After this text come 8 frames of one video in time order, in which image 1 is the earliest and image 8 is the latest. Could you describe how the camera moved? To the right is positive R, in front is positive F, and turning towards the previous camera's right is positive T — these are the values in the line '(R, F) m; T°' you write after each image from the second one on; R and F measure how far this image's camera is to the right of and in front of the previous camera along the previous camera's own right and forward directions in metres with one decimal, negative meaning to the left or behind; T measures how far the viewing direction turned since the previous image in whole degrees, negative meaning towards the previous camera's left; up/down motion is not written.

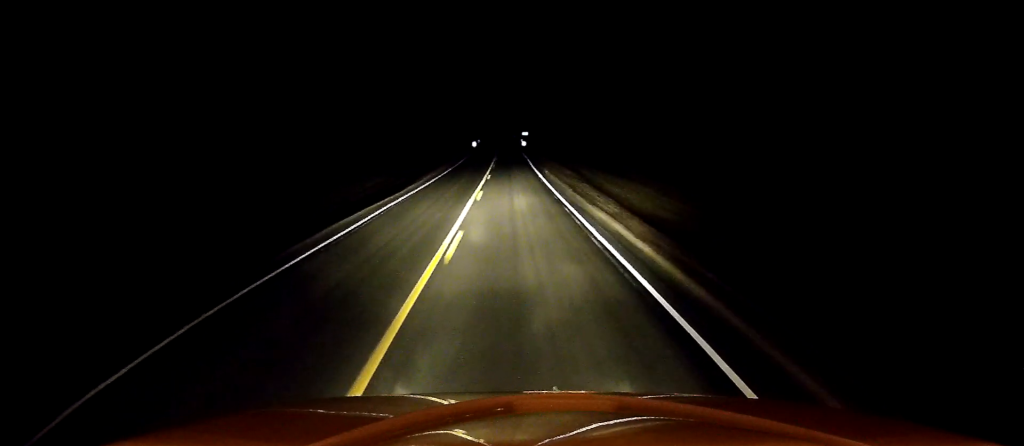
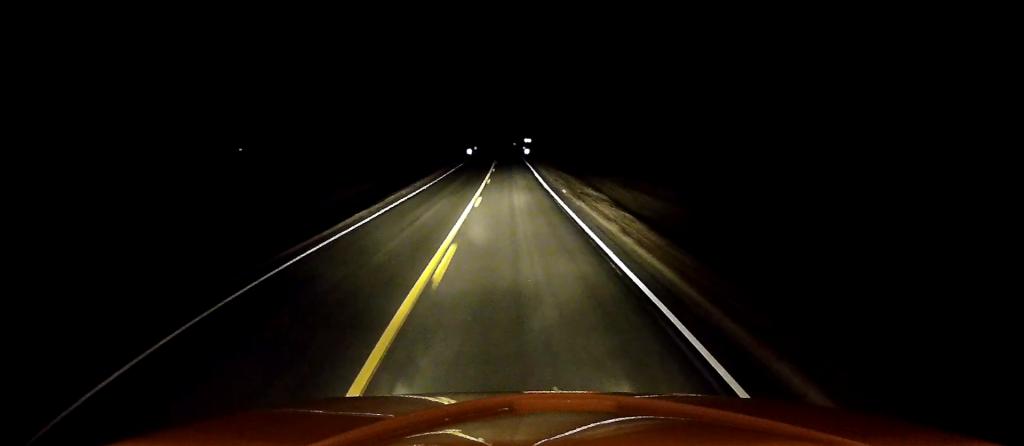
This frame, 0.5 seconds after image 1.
(-0.2, +13.7) m; -1°
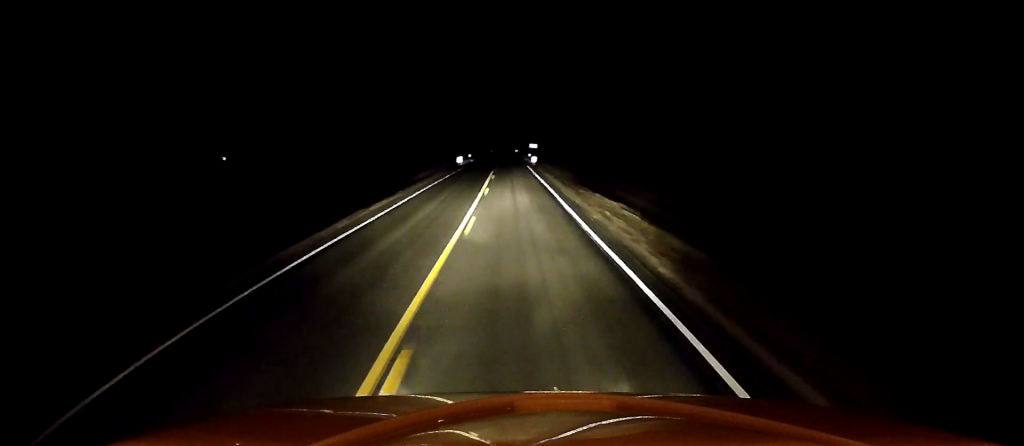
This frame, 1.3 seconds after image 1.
(+0.1, +18.7) m; -1°
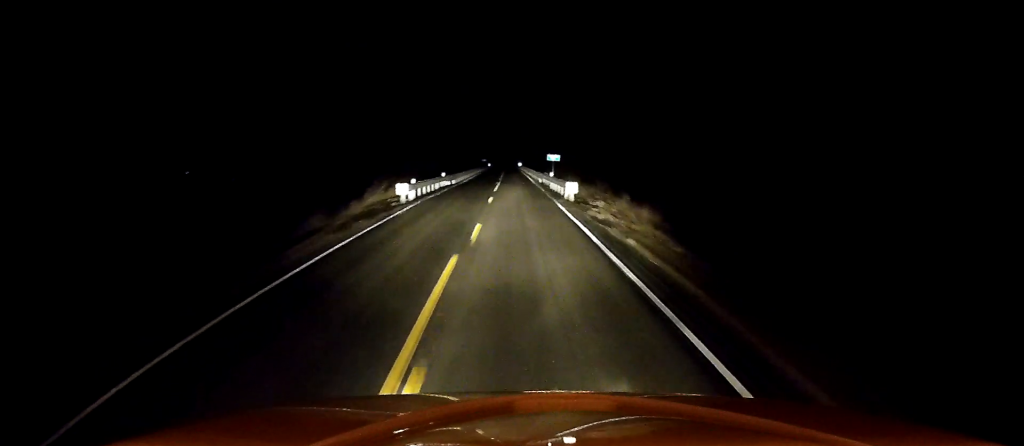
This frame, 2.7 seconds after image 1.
(-0.8, +36.8) m; 0°
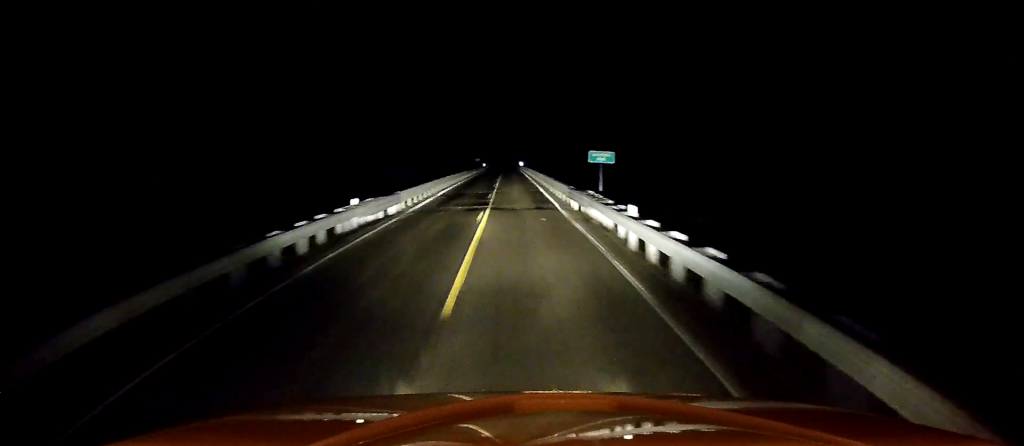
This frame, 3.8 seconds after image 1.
(+0.7, +28.3) m; +1°
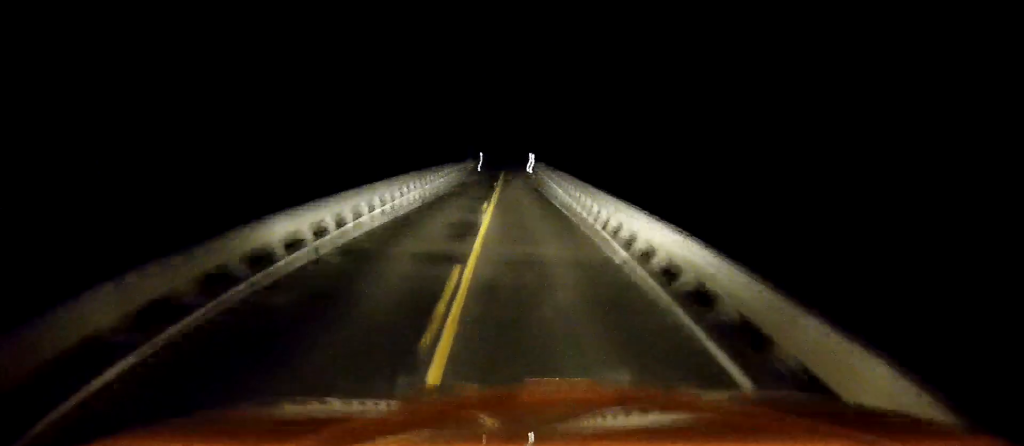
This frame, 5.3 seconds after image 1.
(+0.1, +37.6) m; 0°
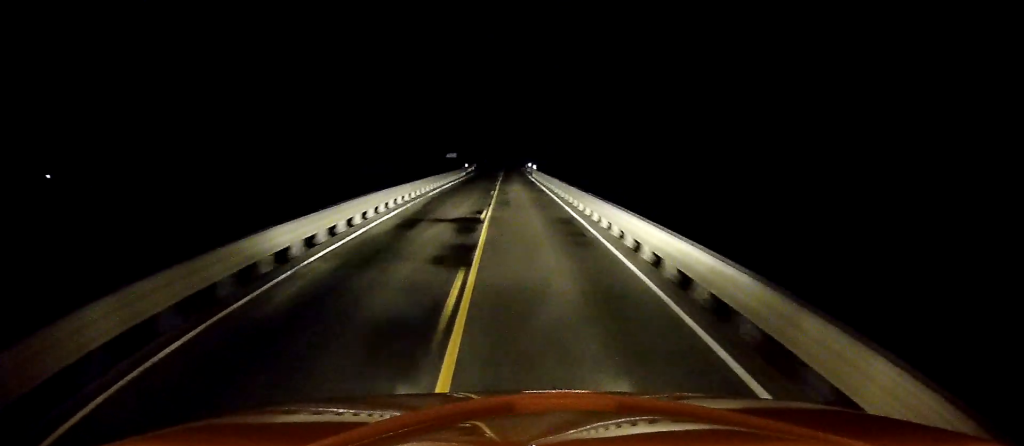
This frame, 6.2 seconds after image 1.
(0.0, +23.8) m; 0°
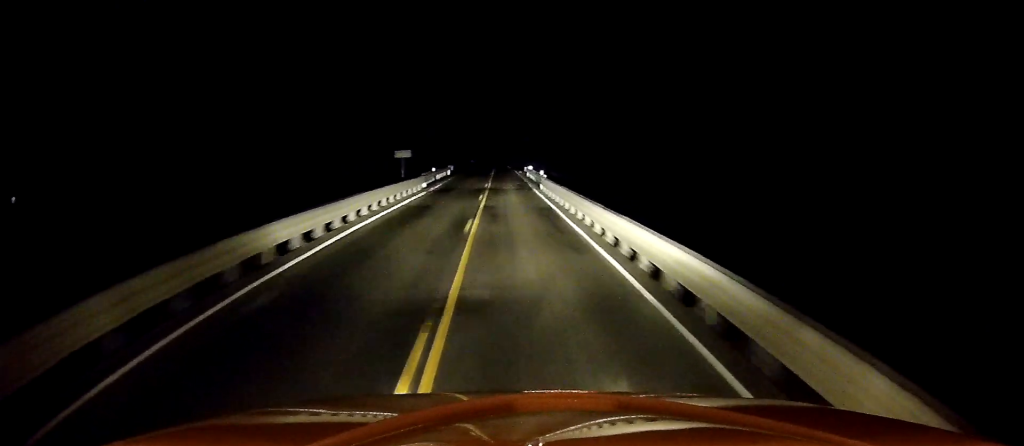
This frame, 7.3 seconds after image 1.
(0.0, +28.0) m; 0°
